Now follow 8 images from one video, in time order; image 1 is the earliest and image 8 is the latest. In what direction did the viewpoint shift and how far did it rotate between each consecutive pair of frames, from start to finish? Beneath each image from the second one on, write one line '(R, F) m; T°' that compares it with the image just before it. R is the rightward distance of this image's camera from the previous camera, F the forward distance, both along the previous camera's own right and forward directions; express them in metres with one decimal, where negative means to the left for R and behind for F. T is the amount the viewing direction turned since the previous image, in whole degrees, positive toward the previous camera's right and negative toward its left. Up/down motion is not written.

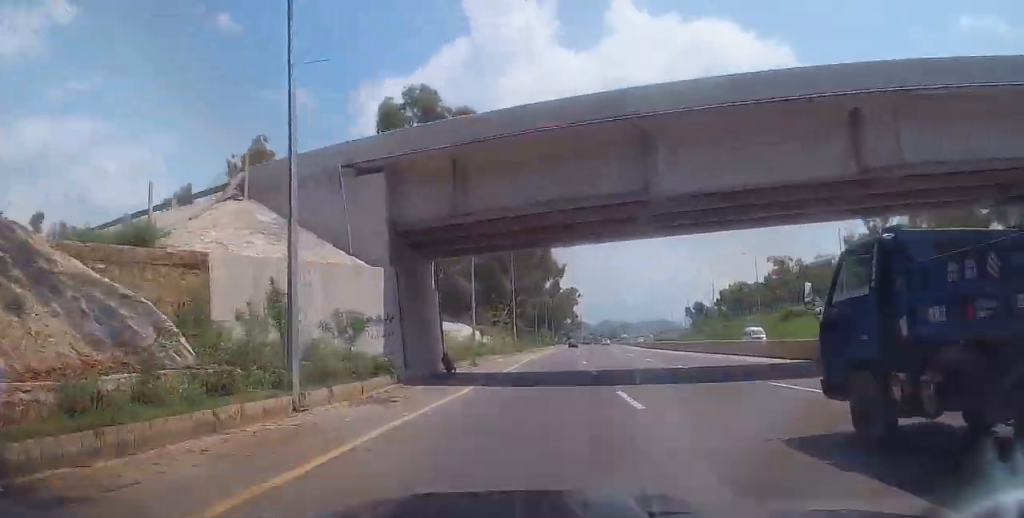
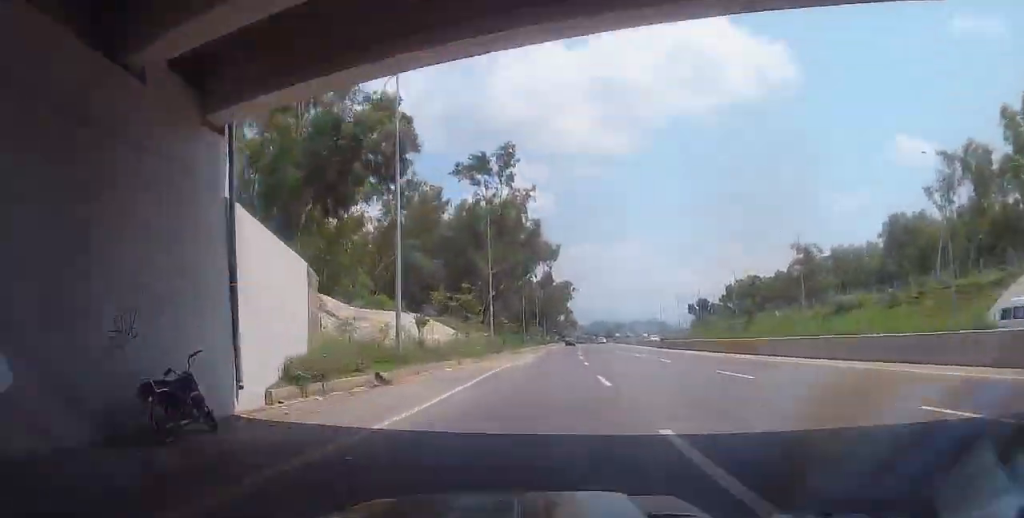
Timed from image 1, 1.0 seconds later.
(-0.3, +19.1) m; 0°
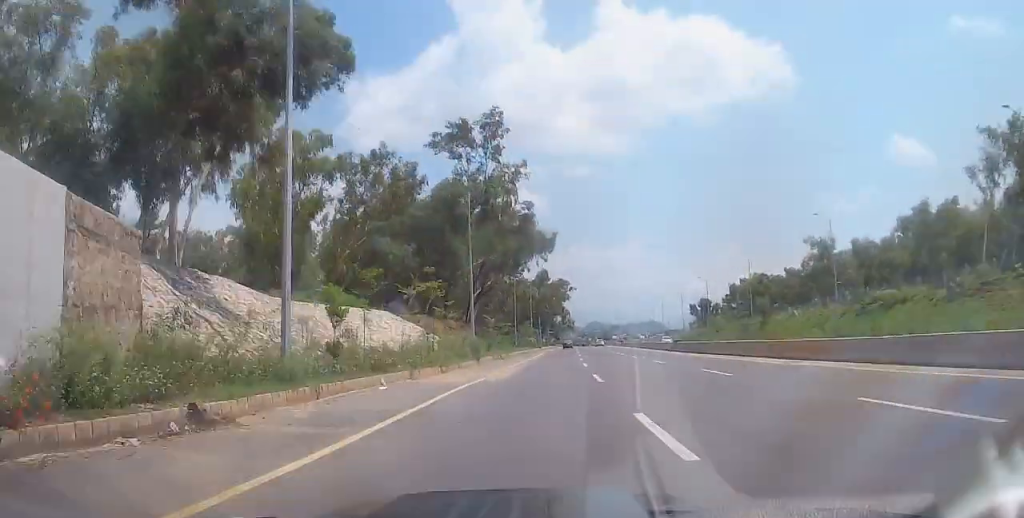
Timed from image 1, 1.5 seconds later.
(+0.2, +10.0) m; +1°
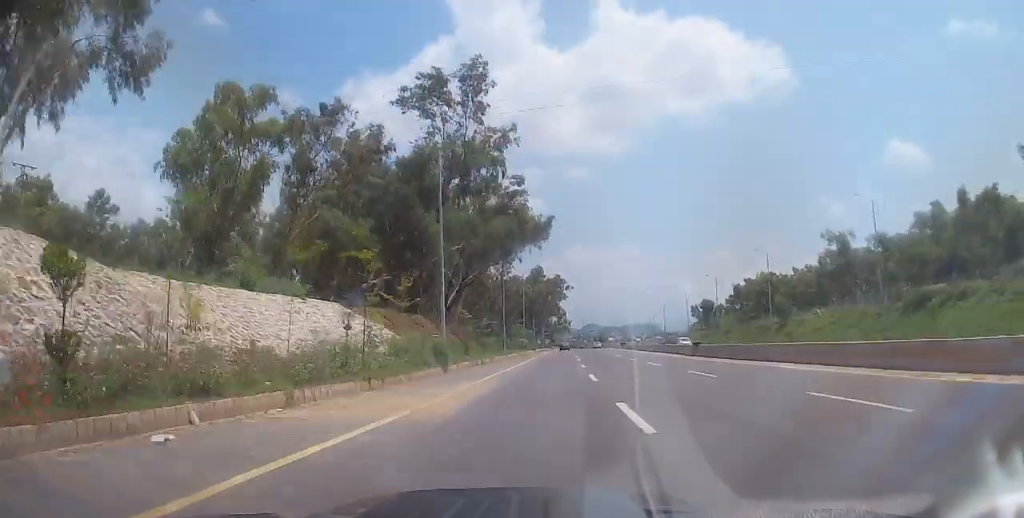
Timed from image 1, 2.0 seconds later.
(+0.1, +10.0) m; +1°
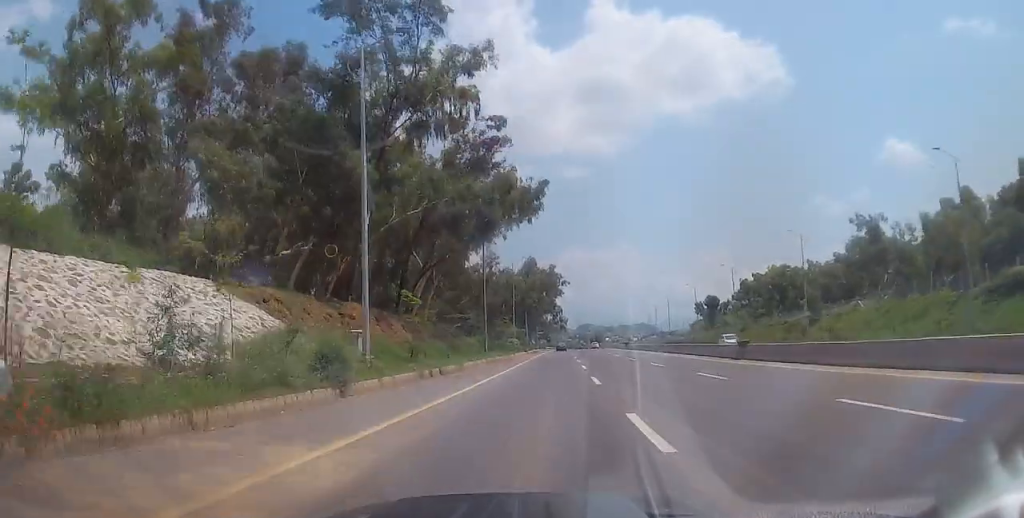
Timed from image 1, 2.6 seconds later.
(+0.1, +13.3) m; +1°
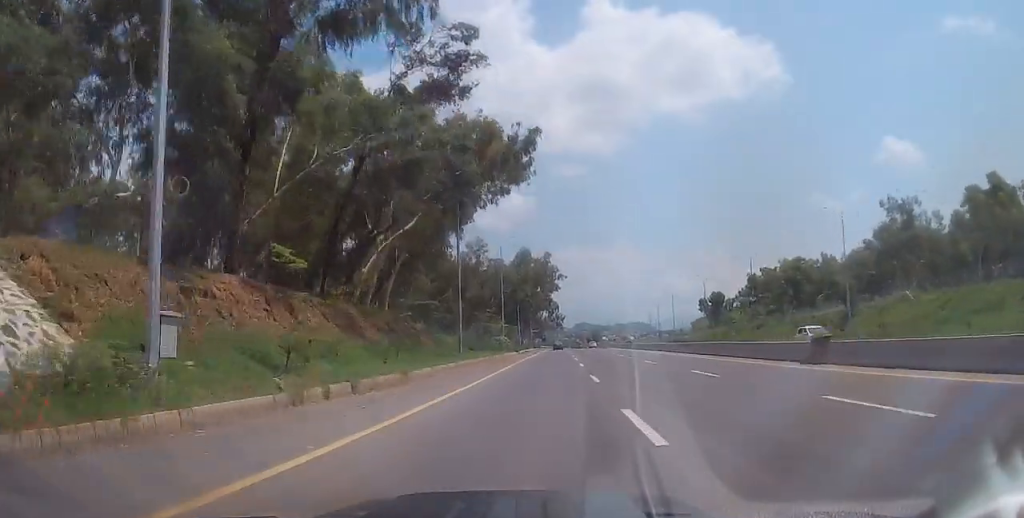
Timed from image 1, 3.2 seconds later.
(+0.1, +11.4) m; +1°
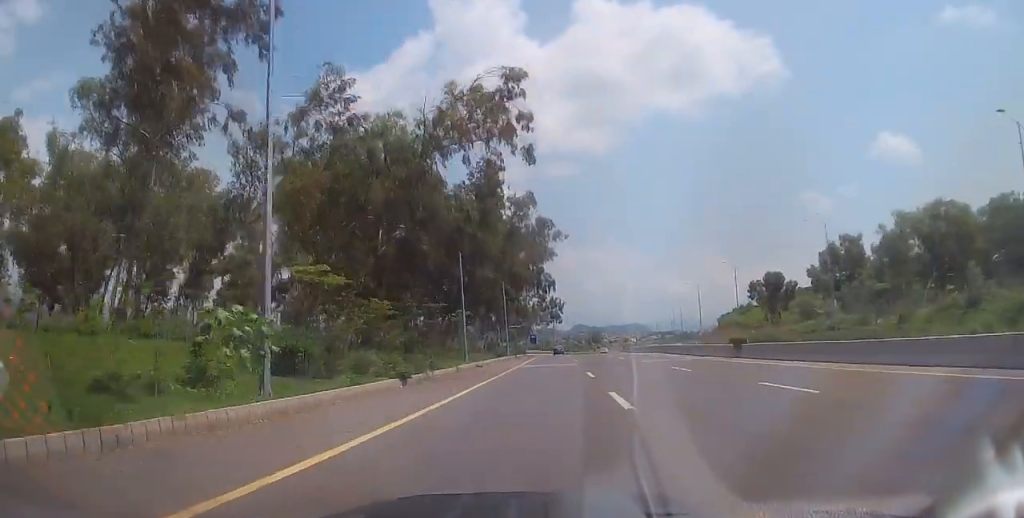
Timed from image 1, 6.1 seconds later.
(-0.4, +56.2) m; -1°
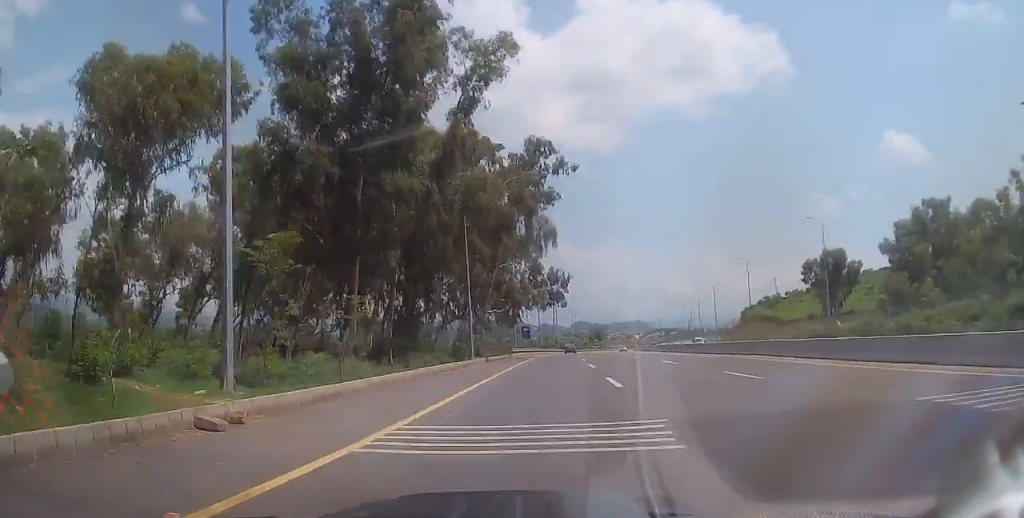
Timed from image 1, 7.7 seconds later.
(+0.3, +31.6) m; +1°
